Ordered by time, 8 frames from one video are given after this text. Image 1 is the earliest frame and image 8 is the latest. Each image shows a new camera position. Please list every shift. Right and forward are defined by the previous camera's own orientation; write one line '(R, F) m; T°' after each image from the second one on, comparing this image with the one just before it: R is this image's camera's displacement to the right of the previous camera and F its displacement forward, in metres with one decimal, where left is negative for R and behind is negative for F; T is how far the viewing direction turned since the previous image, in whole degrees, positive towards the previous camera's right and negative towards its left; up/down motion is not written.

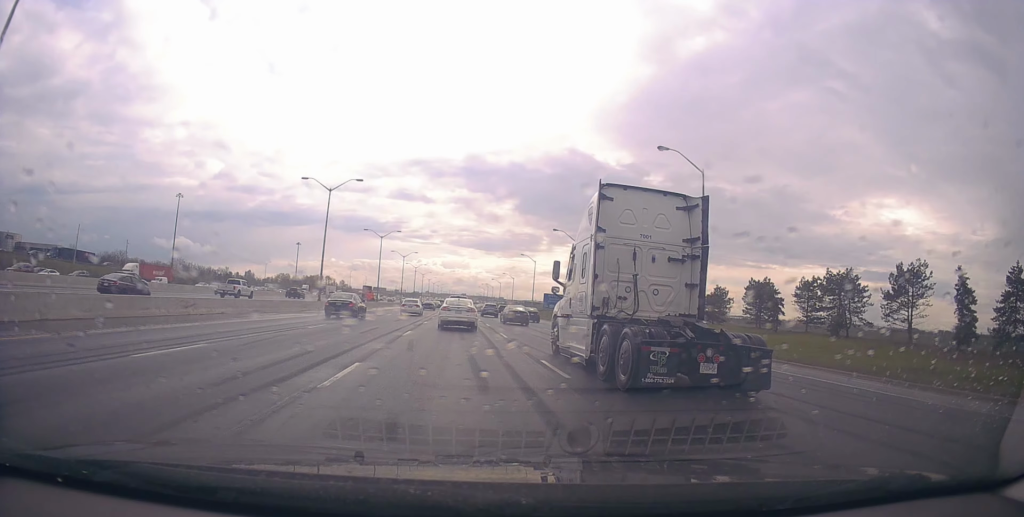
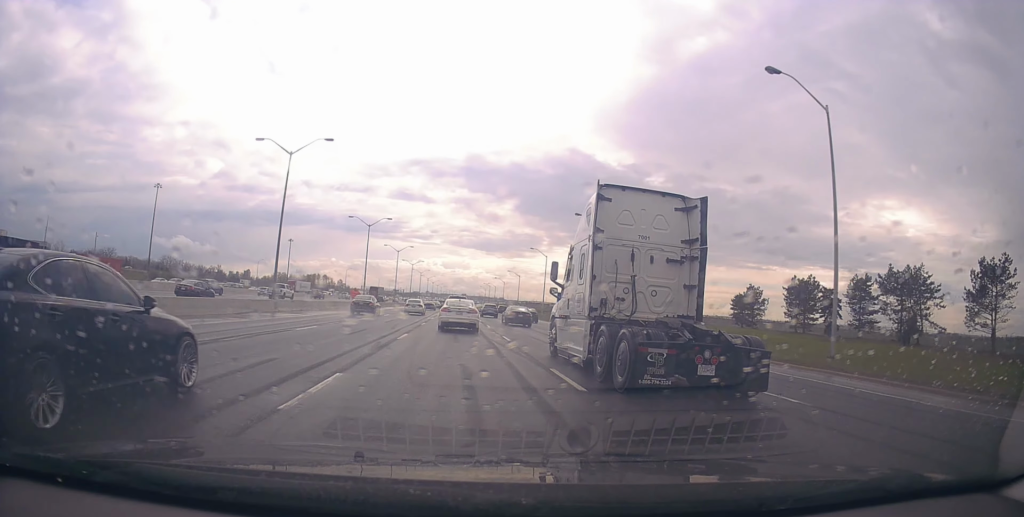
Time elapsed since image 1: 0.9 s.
(+0.1, +13.5) m; -1°
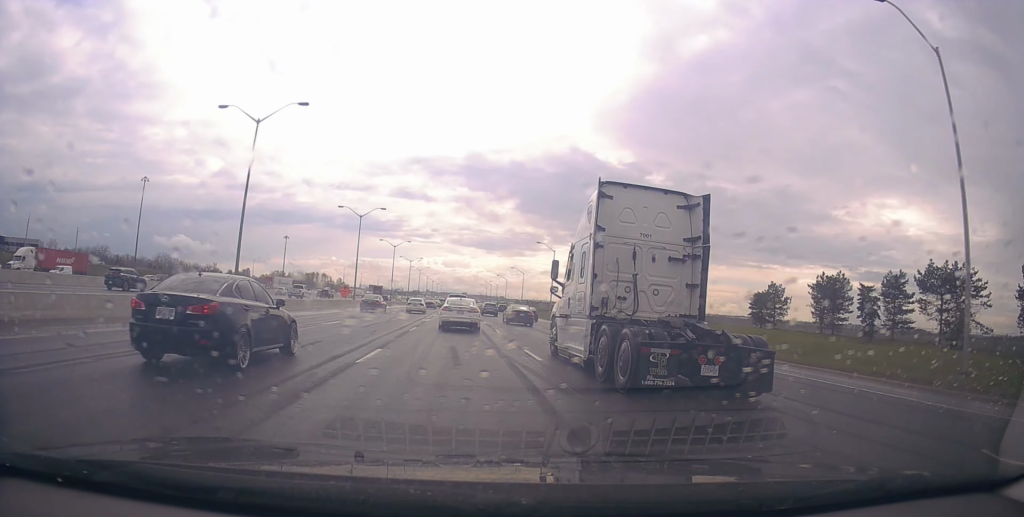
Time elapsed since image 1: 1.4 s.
(-0.2, +7.3) m; -1°
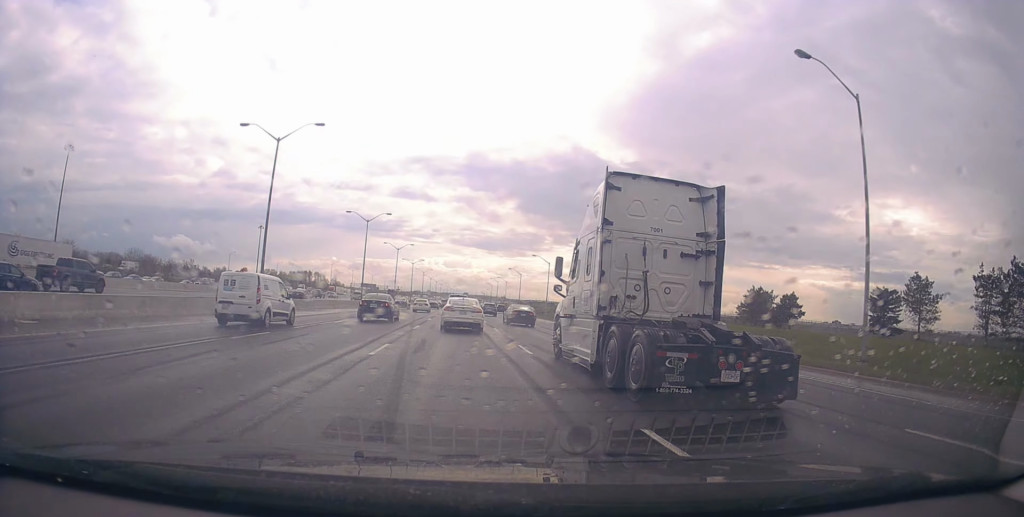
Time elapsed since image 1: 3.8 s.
(+0.9, +34.8) m; +2°
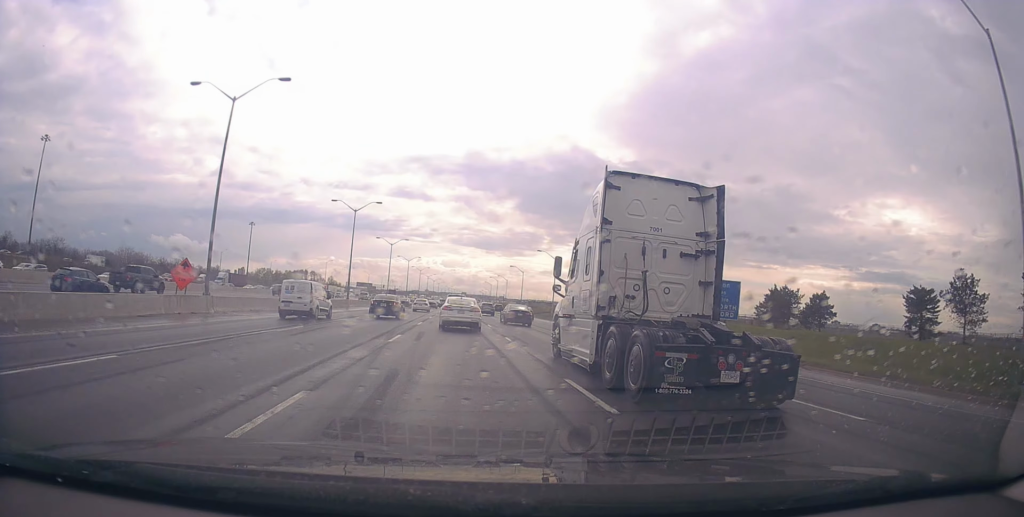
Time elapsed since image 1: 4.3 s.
(-0.1, +8.3) m; -1°
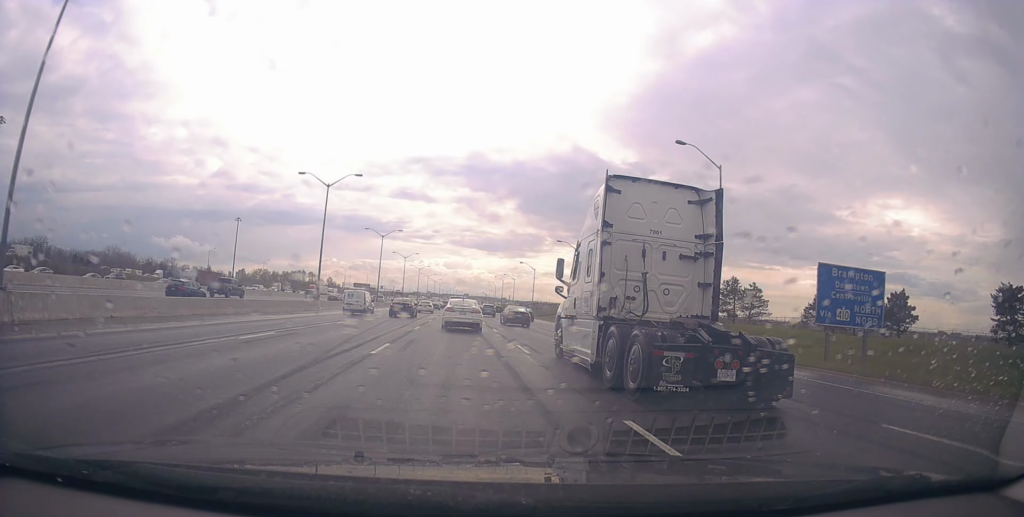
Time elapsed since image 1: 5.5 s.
(-0.1, +16.3) m; 0°
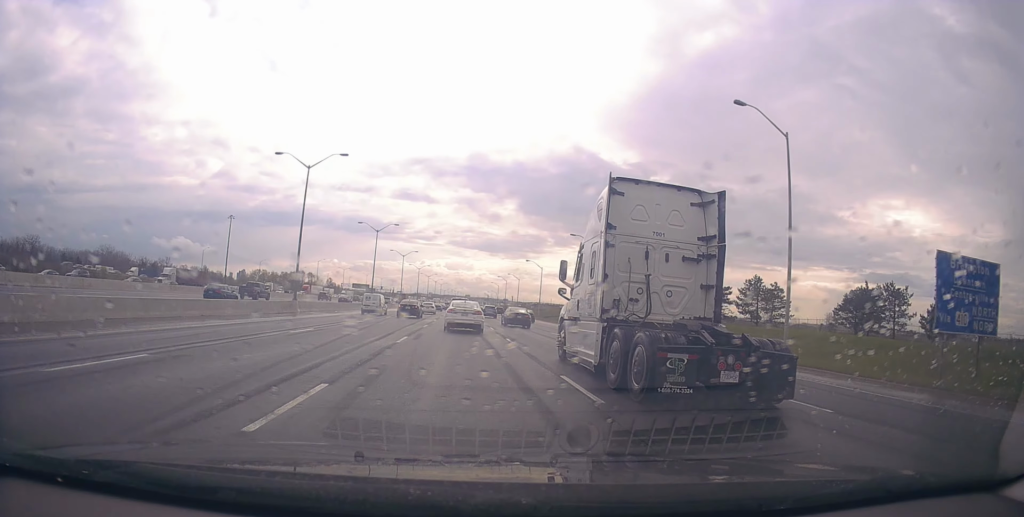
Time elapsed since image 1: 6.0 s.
(0.0, +7.7) m; 0°
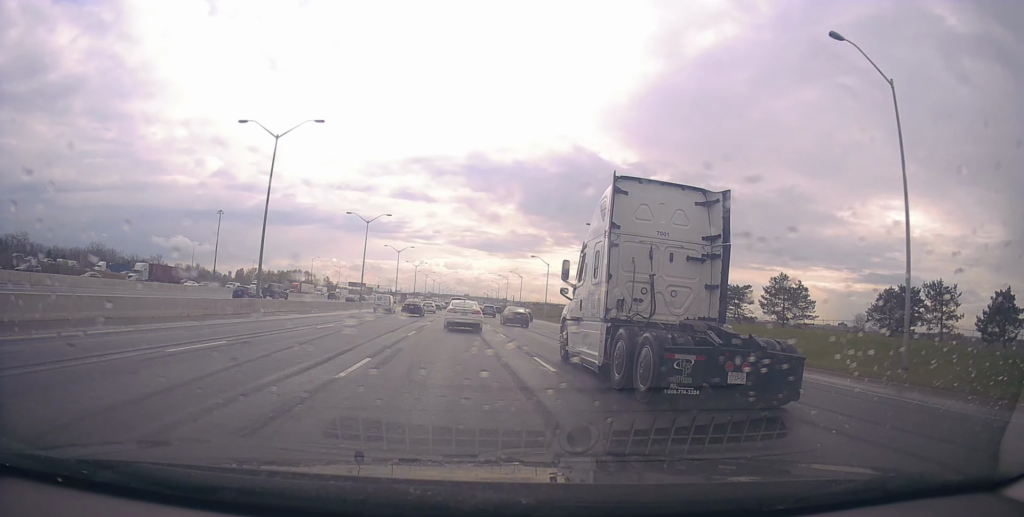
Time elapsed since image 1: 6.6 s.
(-0.1, +8.2) m; +1°
